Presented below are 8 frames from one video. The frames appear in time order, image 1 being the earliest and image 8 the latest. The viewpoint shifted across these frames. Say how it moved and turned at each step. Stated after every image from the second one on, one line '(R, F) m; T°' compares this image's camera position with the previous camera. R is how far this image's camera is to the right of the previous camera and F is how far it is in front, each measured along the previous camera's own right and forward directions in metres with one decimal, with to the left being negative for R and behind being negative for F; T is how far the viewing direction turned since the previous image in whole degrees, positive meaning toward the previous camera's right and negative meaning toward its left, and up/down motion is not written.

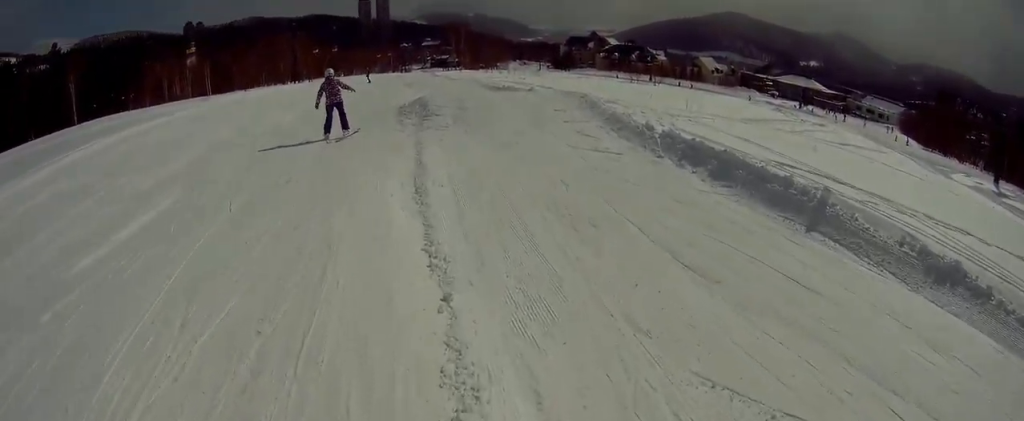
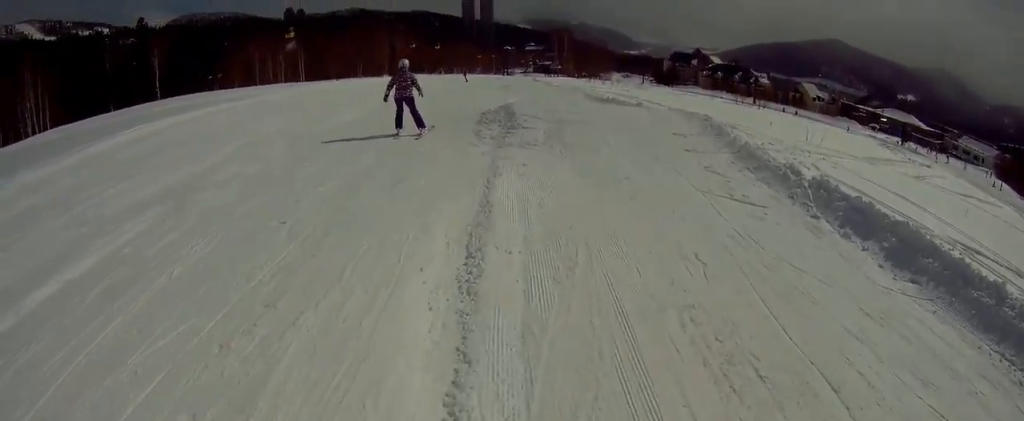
(+0.2, +3.9) m; +3°
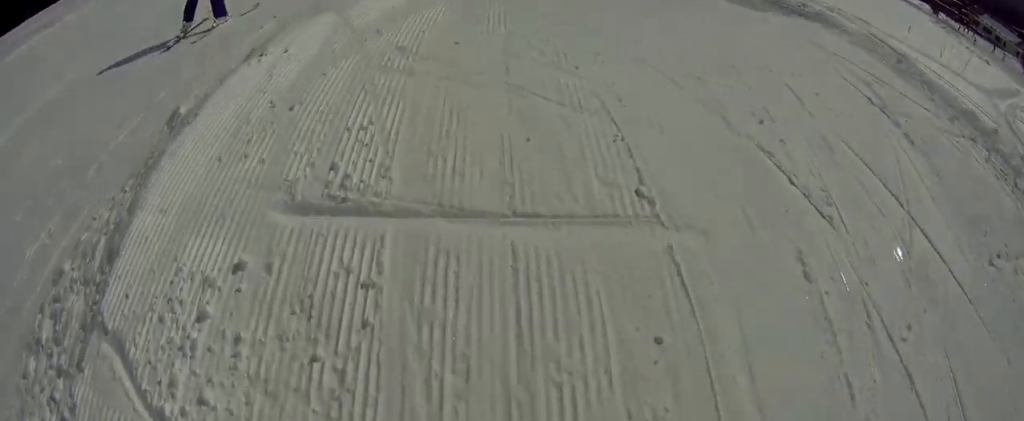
(-1.7, +11.8) m; -13°
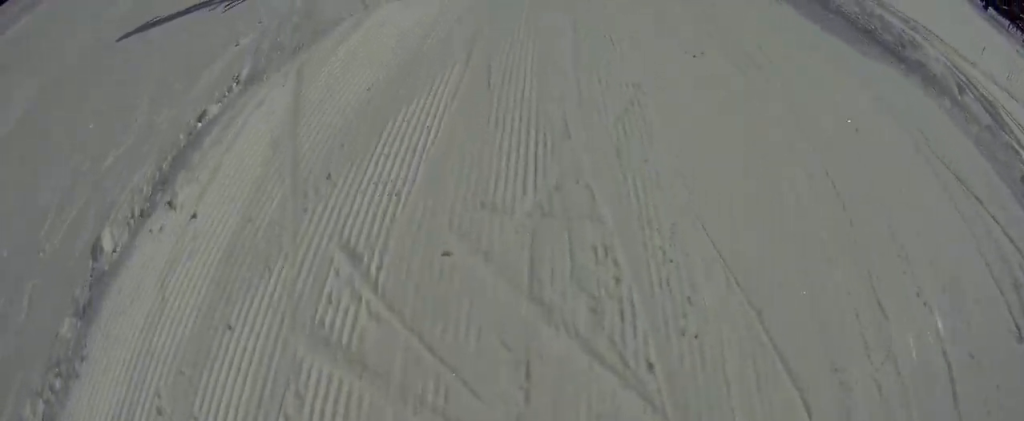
(+0.2, +2.0) m; 0°
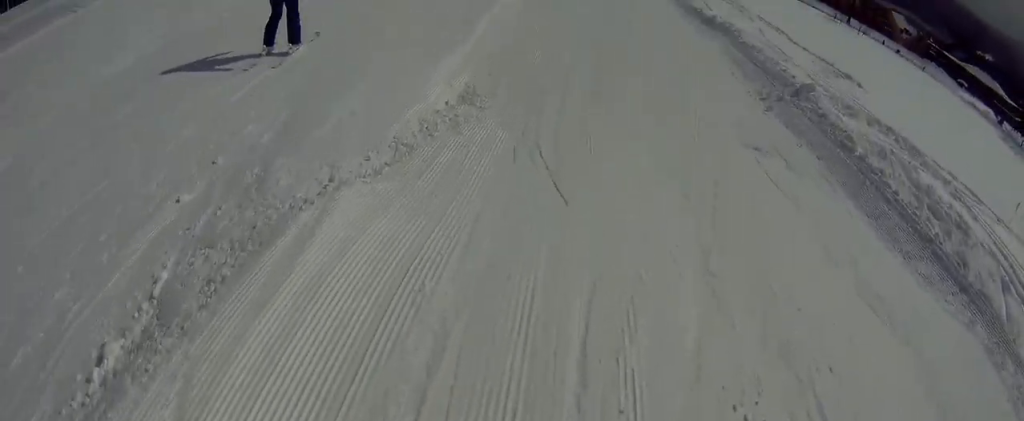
(+0.7, +2.4) m; 0°
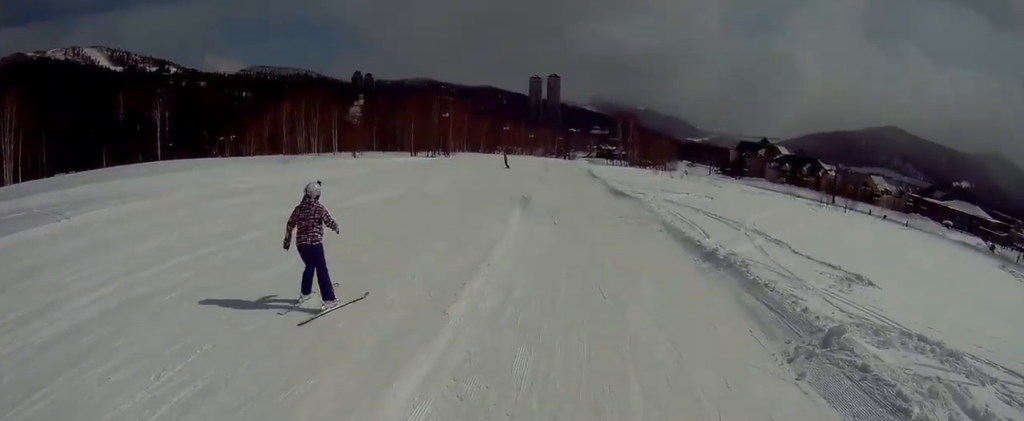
(-0.3, +3.1) m; 0°
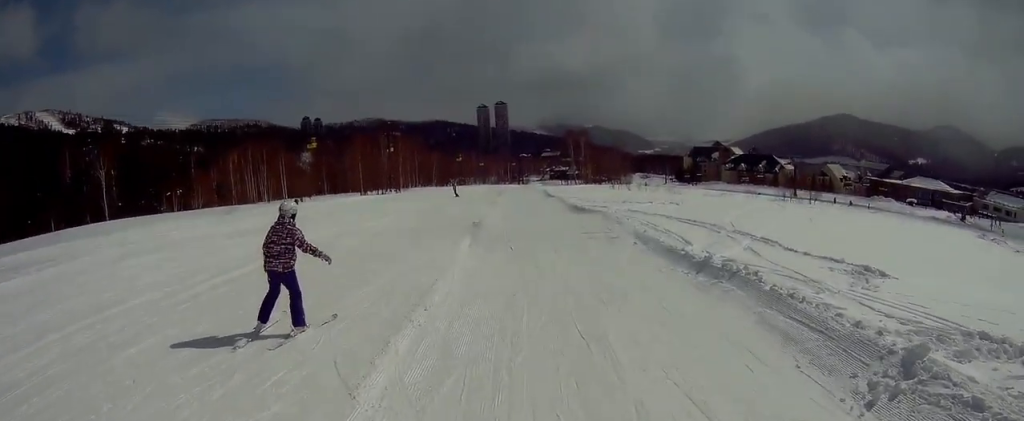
(-0.5, +3.3) m; +4°
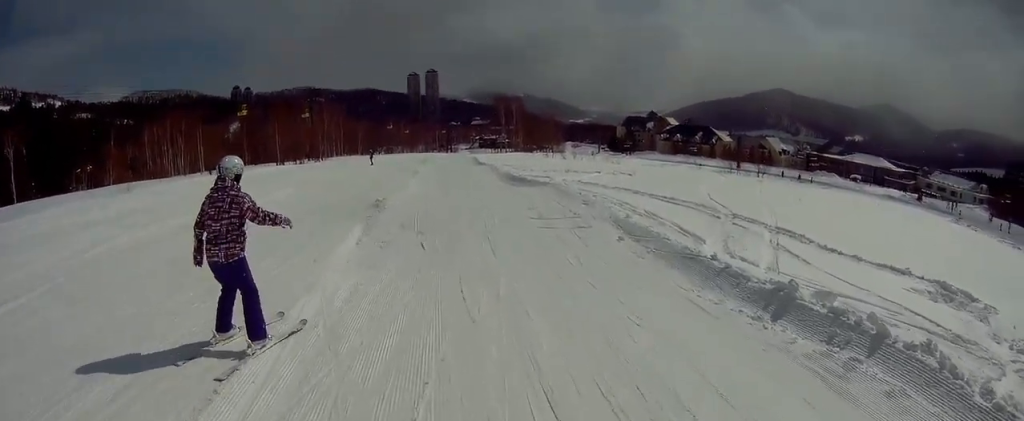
(+1.7, +5.4) m; +20°
